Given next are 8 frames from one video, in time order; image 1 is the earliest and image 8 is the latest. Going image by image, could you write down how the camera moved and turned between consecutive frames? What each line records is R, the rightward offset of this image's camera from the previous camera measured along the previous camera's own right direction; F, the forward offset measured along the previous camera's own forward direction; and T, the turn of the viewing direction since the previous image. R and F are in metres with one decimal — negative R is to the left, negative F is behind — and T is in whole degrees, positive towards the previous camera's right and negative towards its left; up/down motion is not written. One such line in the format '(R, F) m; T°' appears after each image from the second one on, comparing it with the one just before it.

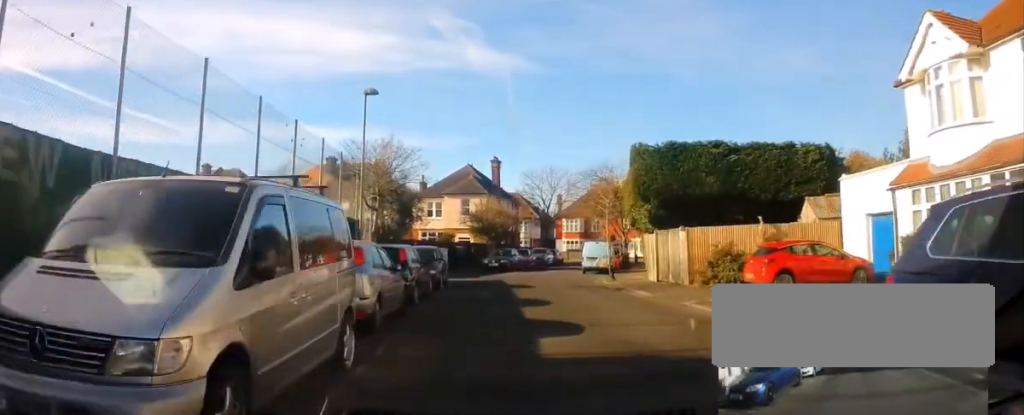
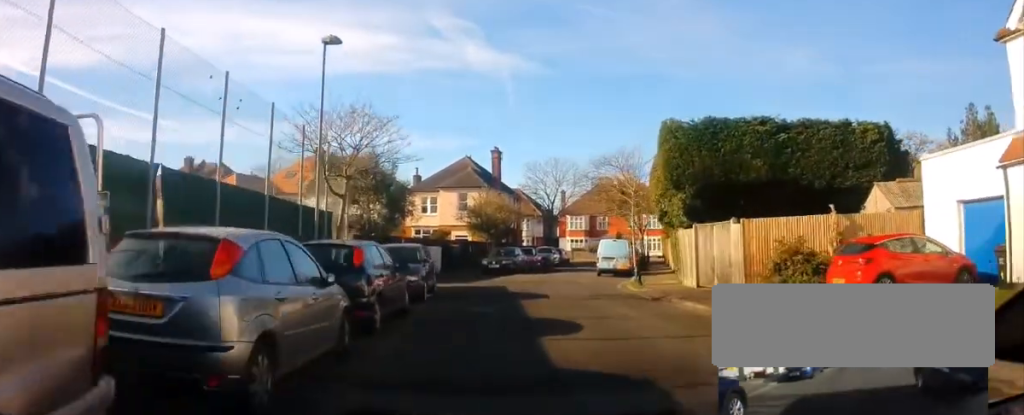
(+0.2, +5.0) m; +1°
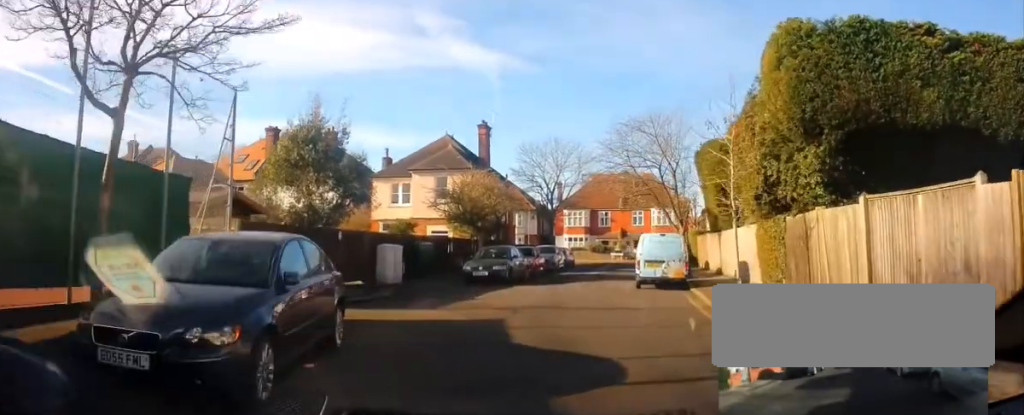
(-0.2, +10.4) m; -4°
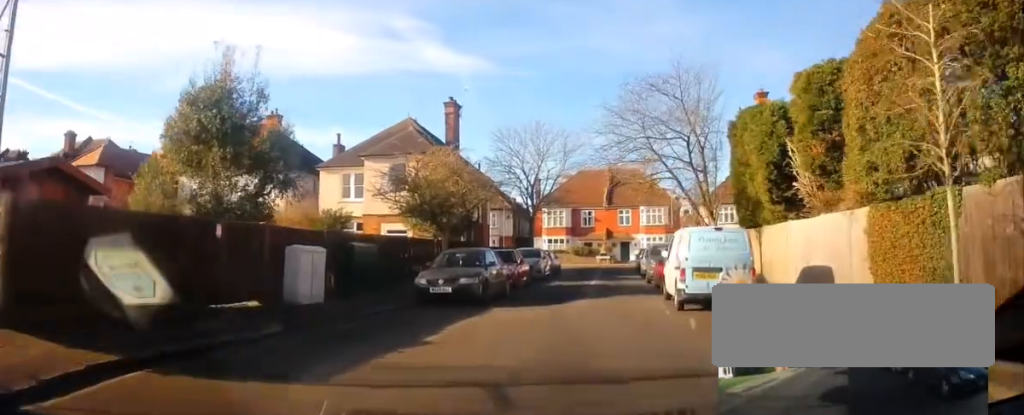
(0.0, +6.7) m; +5°
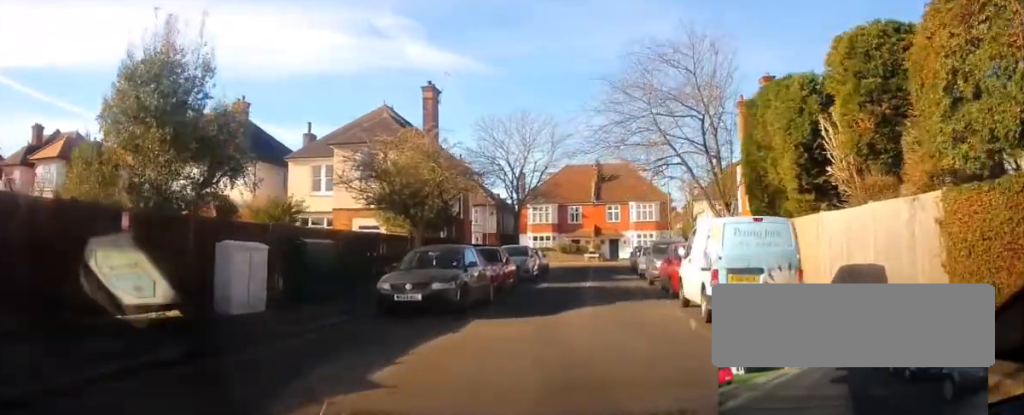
(+0.2, +2.8) m; +2°
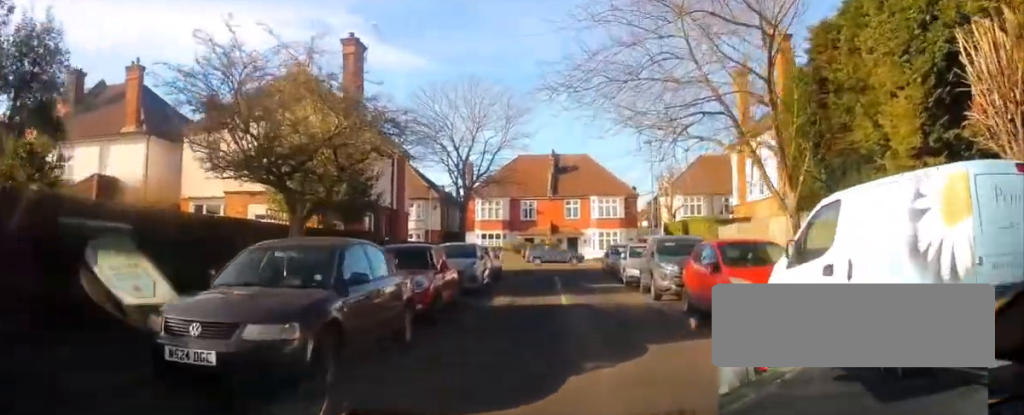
(+0.3, +6.8) m; +6°
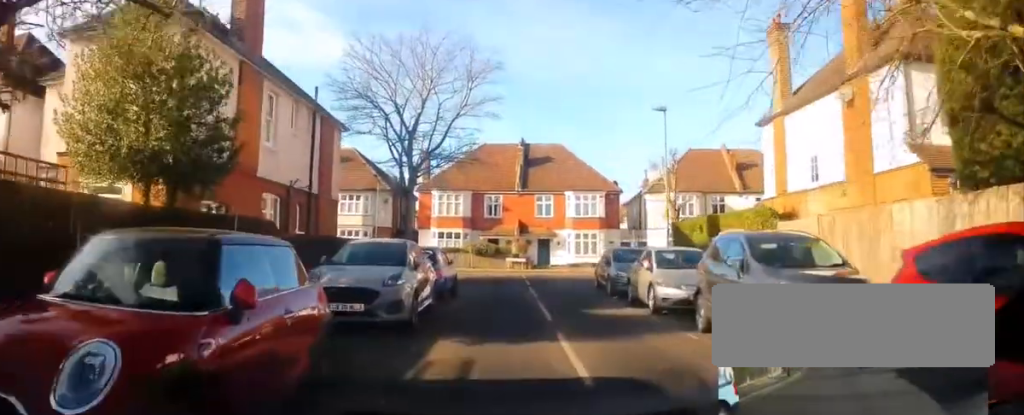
(+0.5, +7.5) m; +4°
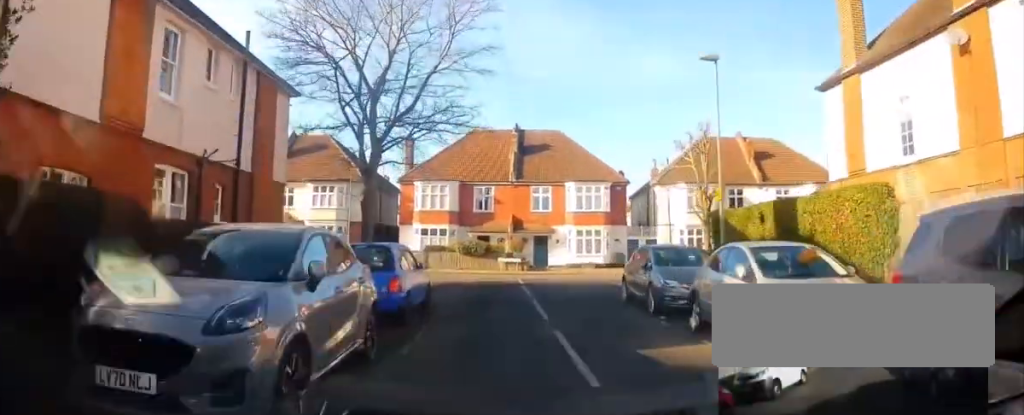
(-0.2, +5.6) m; +1°
